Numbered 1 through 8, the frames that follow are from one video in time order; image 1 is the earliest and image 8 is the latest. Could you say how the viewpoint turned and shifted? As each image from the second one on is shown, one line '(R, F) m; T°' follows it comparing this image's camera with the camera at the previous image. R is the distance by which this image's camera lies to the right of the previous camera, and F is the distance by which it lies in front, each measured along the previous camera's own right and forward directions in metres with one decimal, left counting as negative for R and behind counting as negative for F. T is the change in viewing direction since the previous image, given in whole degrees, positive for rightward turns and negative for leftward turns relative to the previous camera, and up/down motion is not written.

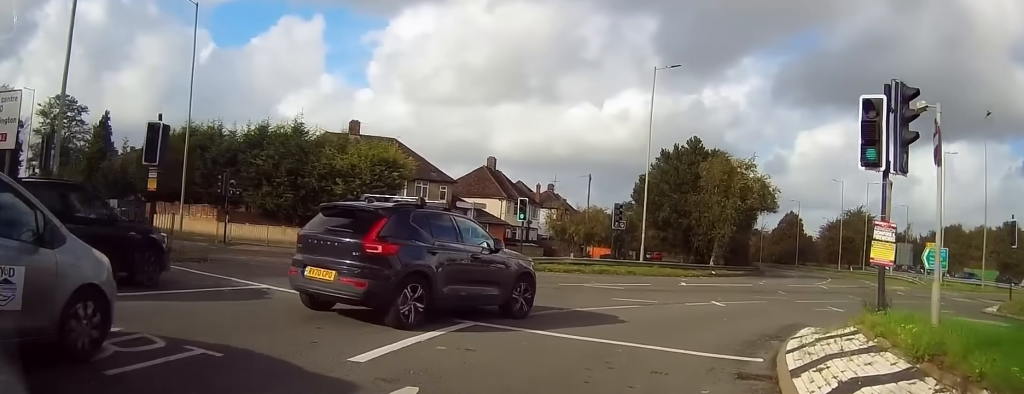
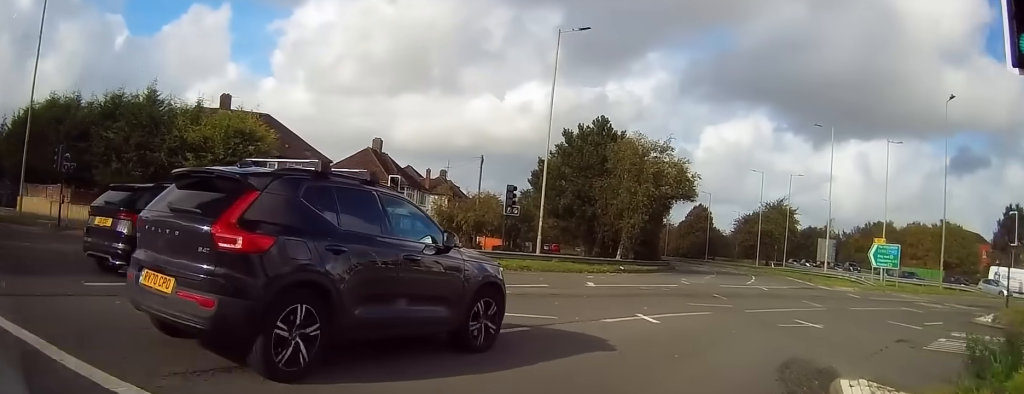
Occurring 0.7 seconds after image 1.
(+0.6, +6.1) m; +9°
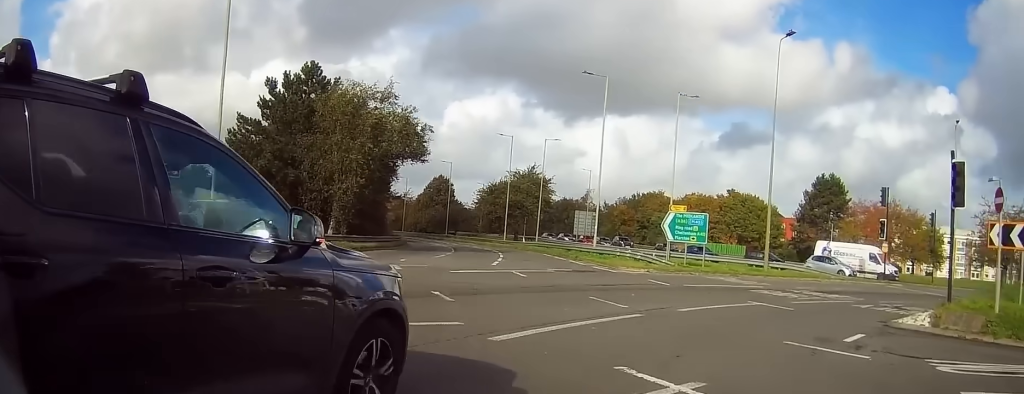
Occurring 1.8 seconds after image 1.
(+0.7, +7.8) m; +15°
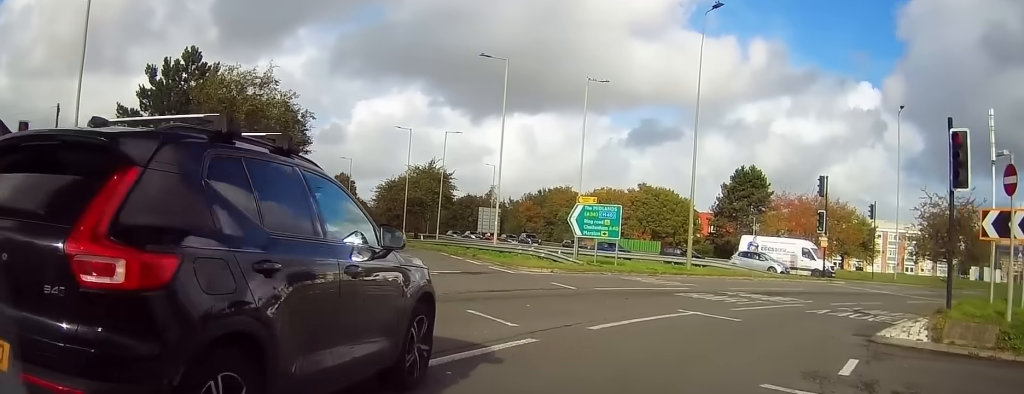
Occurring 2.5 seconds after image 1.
(+0.7, +3.5) m; +10°
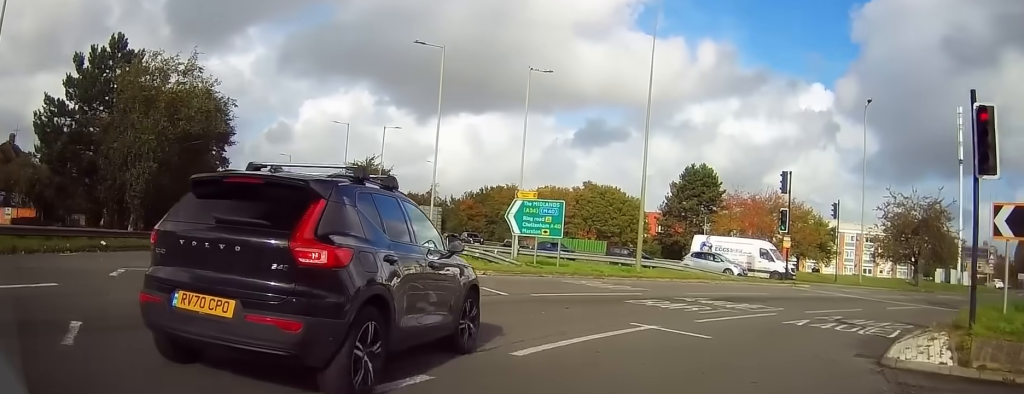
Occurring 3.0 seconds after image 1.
(+0.2, +3.2) m; +8°
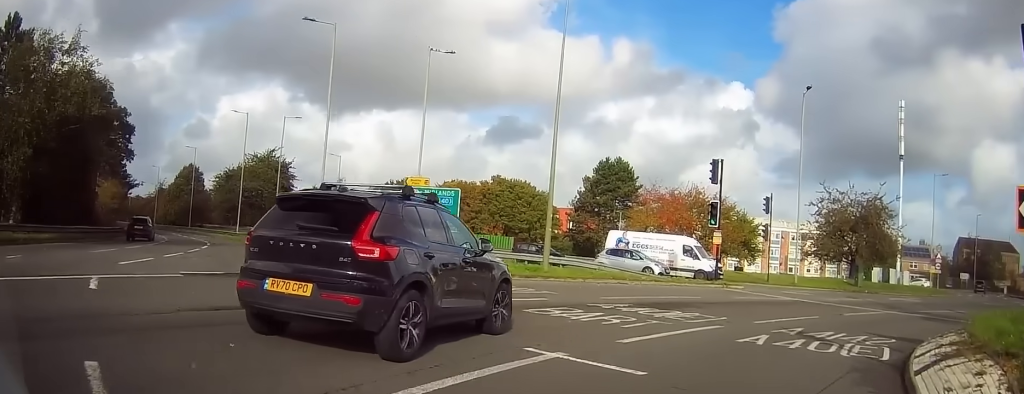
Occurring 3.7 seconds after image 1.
(-0.2, +4.2) m; +10°
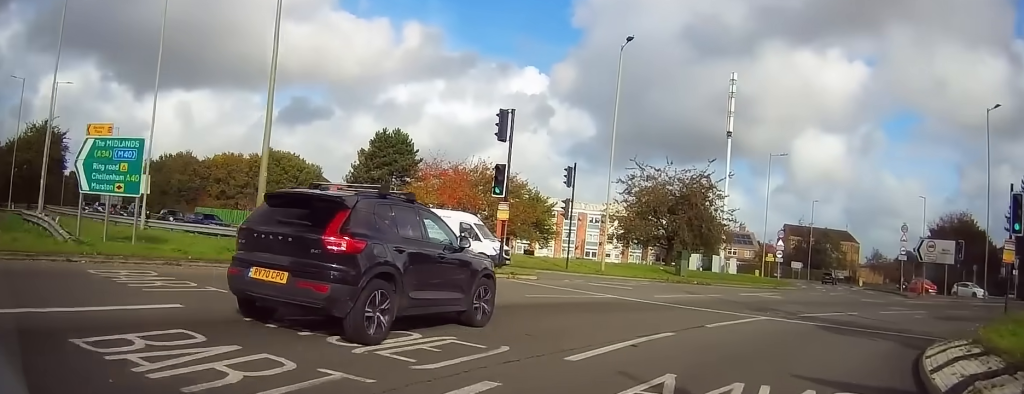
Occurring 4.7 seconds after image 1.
(+1.4, +8.0) m; +19°
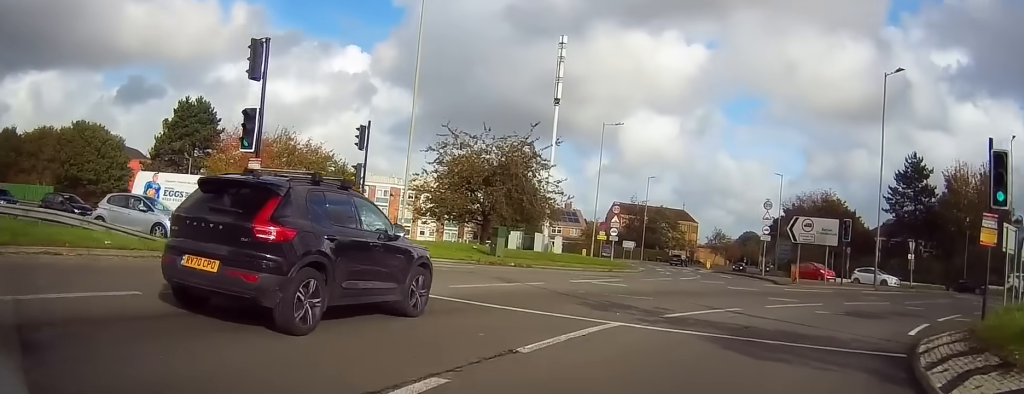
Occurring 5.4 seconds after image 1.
(+0.8, +6.3) m; +12°
